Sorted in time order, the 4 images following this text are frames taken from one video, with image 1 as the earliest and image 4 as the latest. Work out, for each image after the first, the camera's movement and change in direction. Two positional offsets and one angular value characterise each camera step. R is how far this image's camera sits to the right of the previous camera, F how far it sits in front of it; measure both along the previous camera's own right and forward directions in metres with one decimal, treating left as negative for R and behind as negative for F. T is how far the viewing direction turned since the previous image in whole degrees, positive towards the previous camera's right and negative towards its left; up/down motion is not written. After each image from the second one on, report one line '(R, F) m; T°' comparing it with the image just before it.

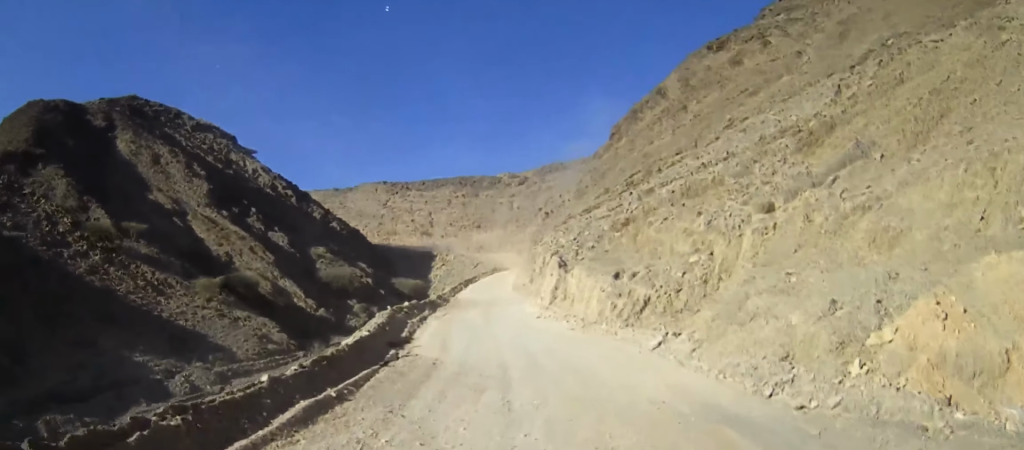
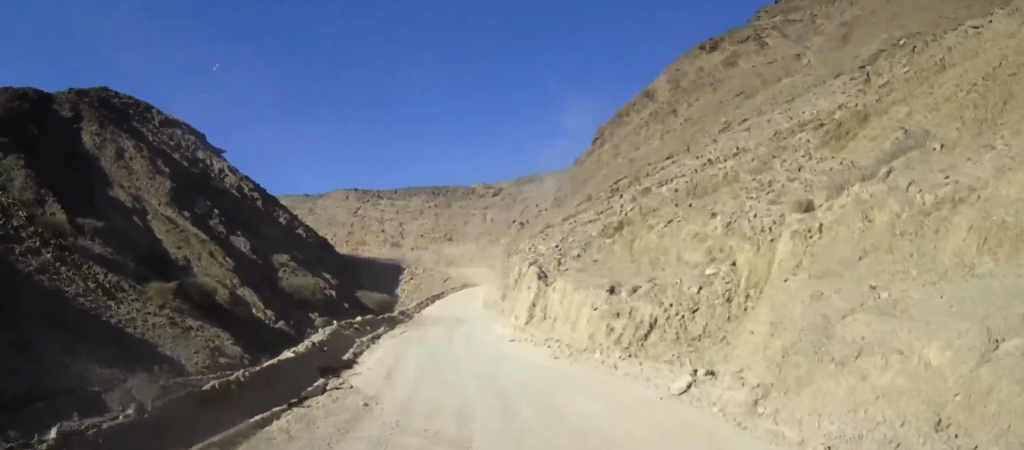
(+0.3, +4.6) m; +5°
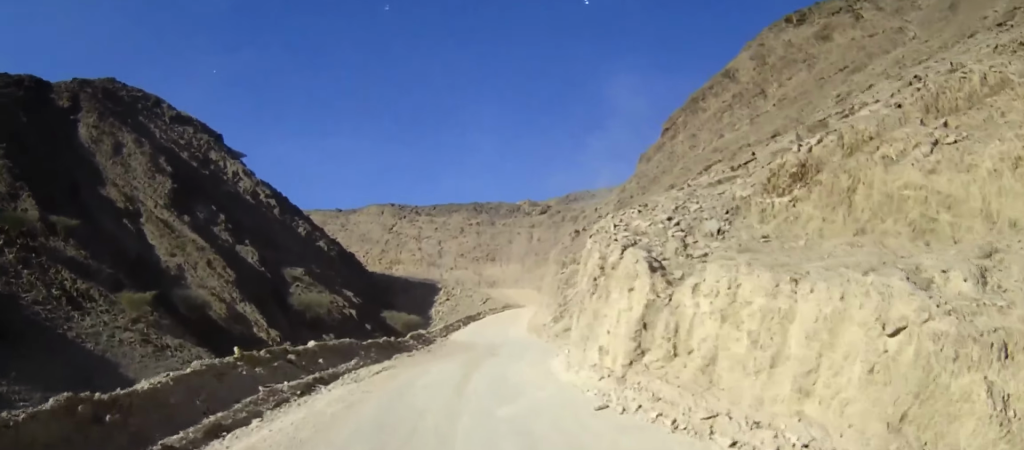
(-0.1, +13.1) m; -2°
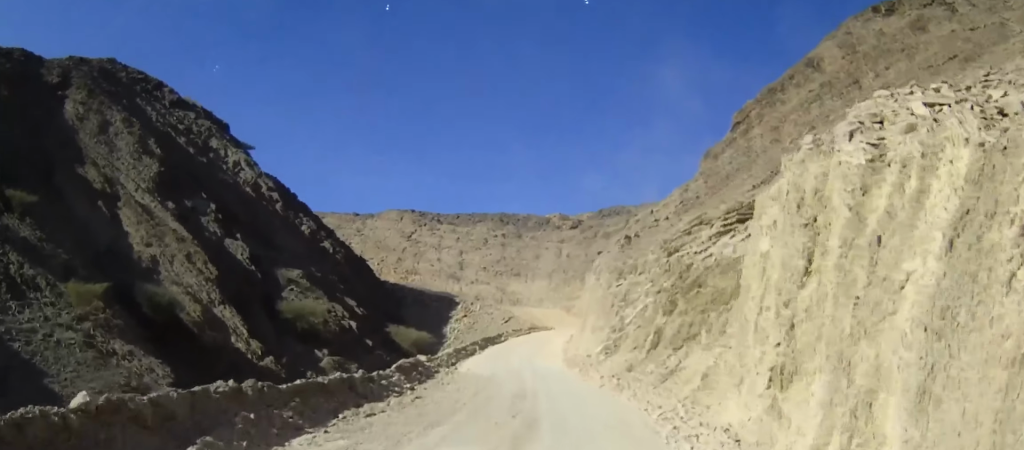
(-0.1, +11.1) m; -1°
